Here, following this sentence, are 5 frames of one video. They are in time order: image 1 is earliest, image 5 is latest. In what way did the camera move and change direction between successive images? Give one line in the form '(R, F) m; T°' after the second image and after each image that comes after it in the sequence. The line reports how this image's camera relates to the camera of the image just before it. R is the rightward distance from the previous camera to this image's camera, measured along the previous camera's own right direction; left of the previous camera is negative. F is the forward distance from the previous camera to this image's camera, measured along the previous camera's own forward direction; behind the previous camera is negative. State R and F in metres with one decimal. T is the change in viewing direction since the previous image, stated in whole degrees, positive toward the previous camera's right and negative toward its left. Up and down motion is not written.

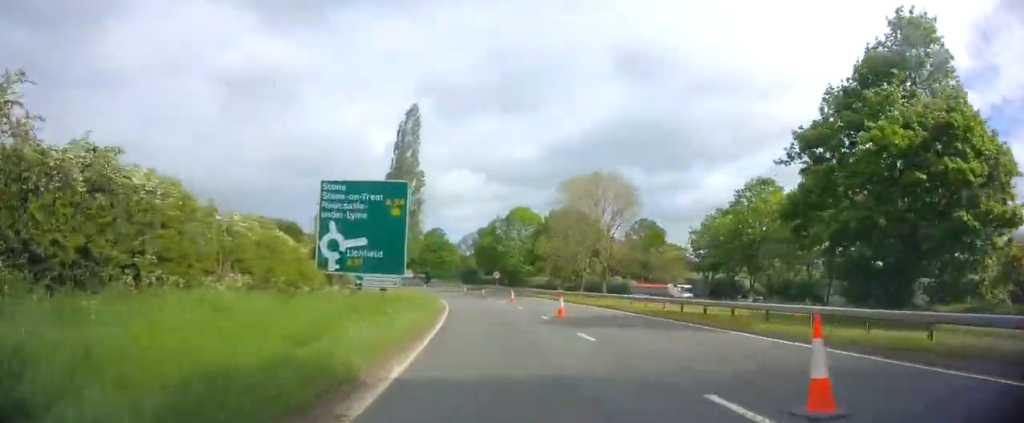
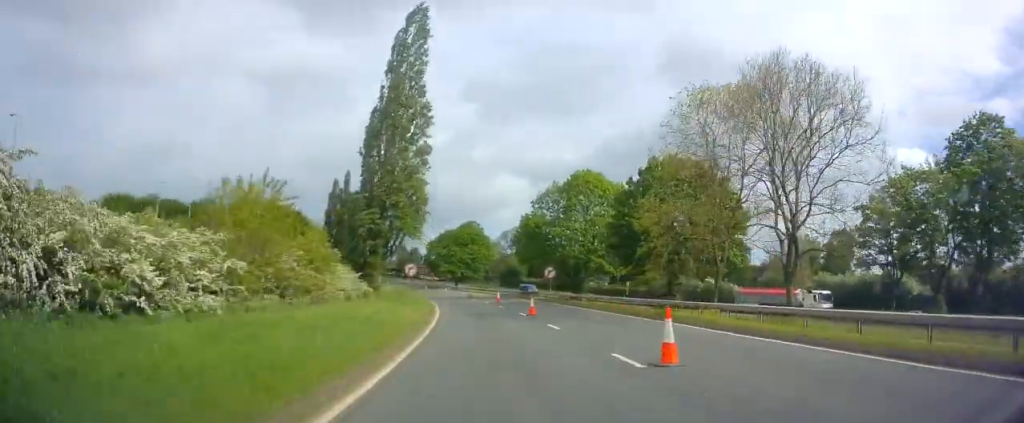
(-0.4, +29.9) m; -3°
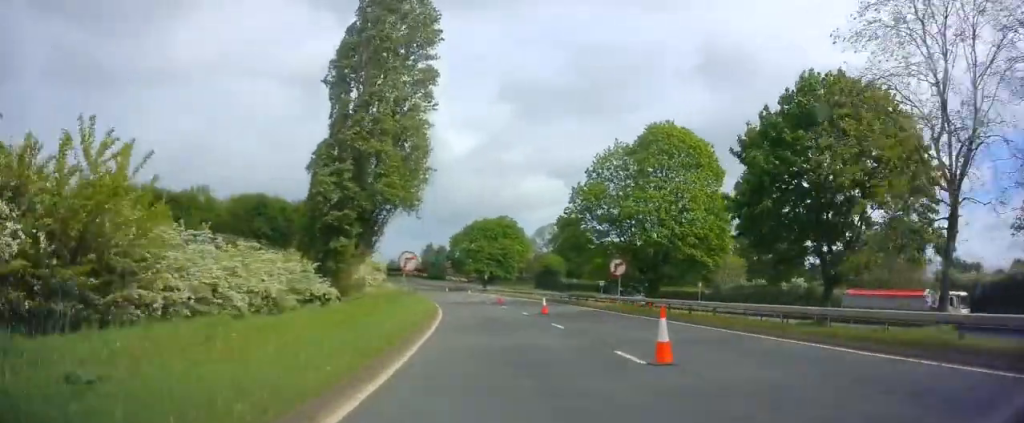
(-0.6, +17.0) m; -4°
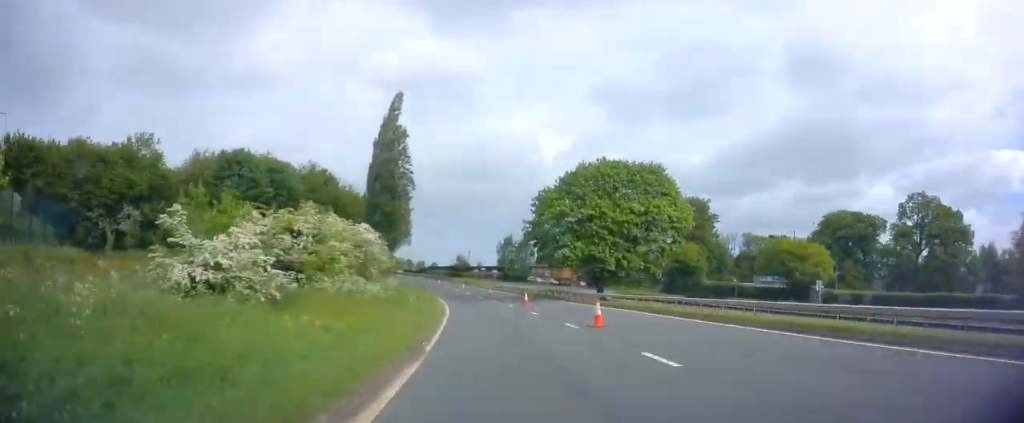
(-2.8, +43.5) m; -8°
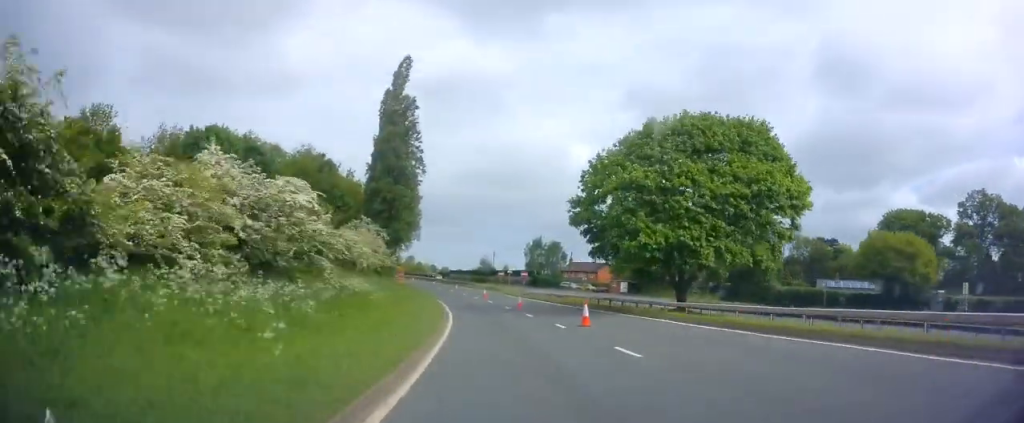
(-0.7, +14.9) m; -4°
